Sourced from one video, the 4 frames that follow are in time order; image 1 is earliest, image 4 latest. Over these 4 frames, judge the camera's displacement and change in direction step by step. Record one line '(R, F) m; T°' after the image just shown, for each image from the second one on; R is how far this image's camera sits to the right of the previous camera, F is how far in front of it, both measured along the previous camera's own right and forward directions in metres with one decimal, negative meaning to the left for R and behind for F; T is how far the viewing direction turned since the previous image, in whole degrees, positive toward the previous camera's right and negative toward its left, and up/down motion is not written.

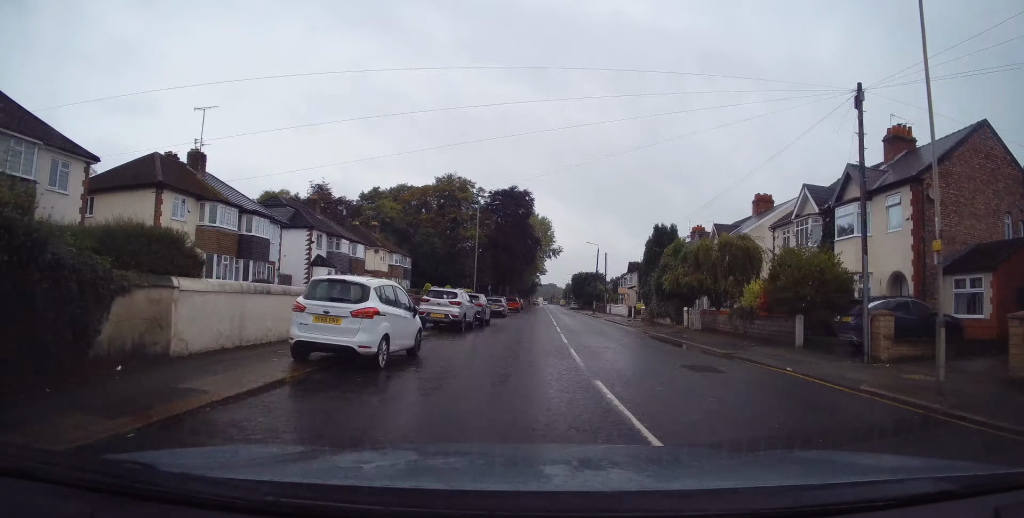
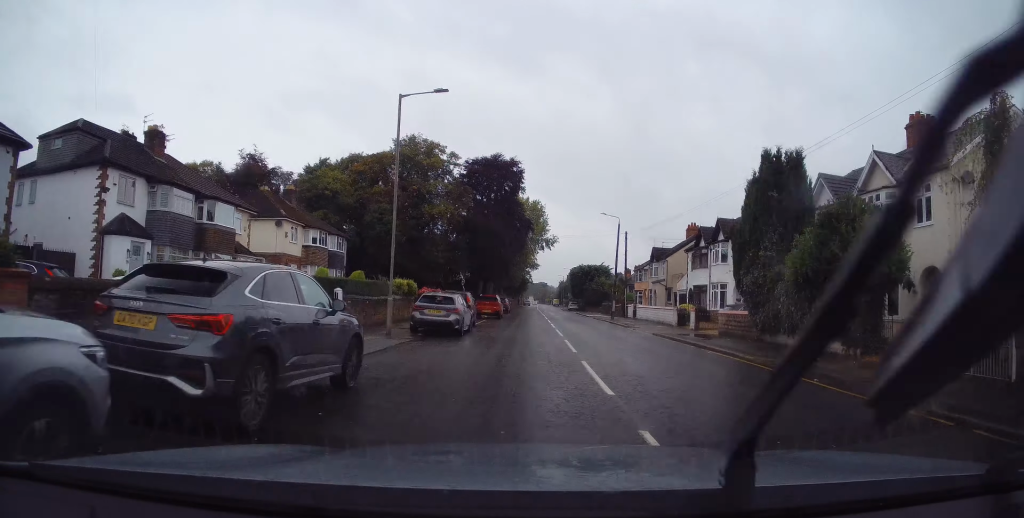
(0.0, +21.5) m; 0°
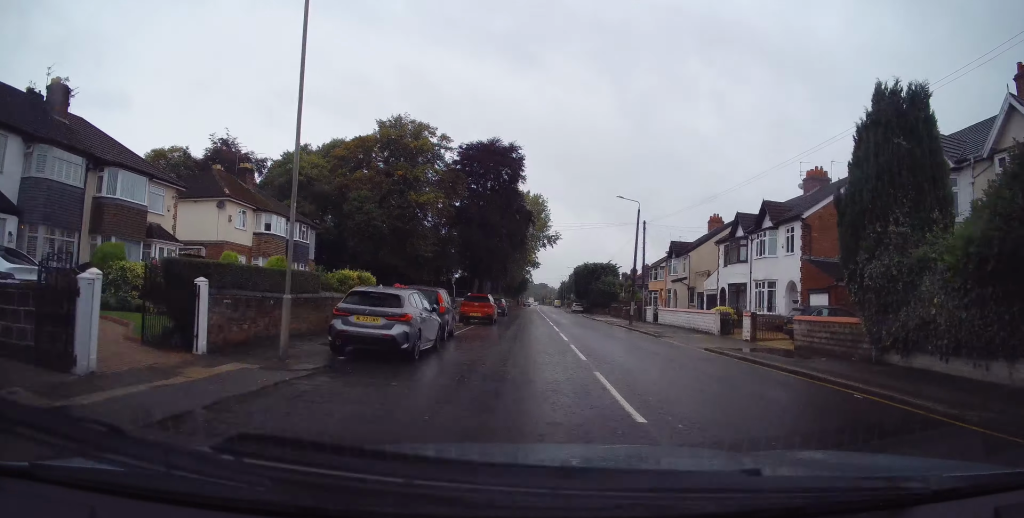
(+0.1, +7.6) m; -1°
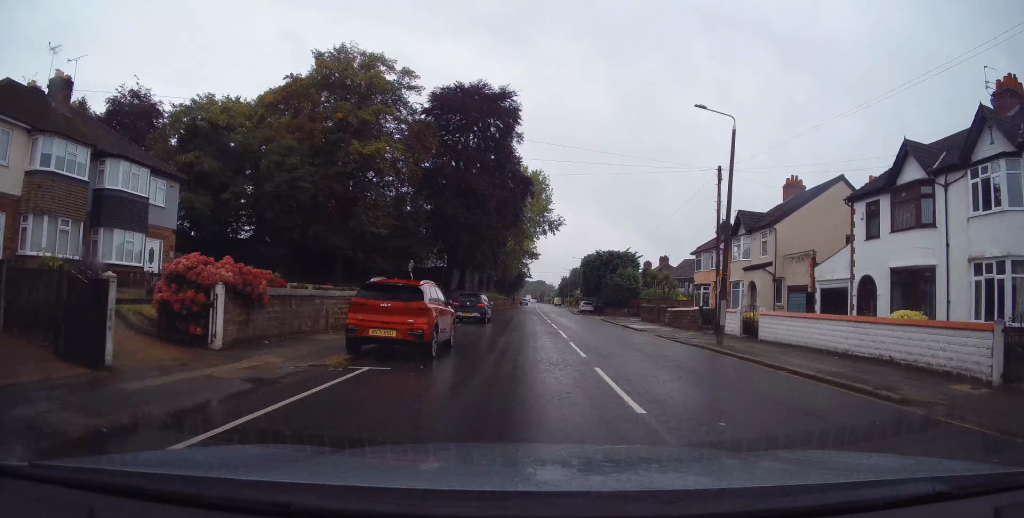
(-0.1, +17.4) m; +1°
